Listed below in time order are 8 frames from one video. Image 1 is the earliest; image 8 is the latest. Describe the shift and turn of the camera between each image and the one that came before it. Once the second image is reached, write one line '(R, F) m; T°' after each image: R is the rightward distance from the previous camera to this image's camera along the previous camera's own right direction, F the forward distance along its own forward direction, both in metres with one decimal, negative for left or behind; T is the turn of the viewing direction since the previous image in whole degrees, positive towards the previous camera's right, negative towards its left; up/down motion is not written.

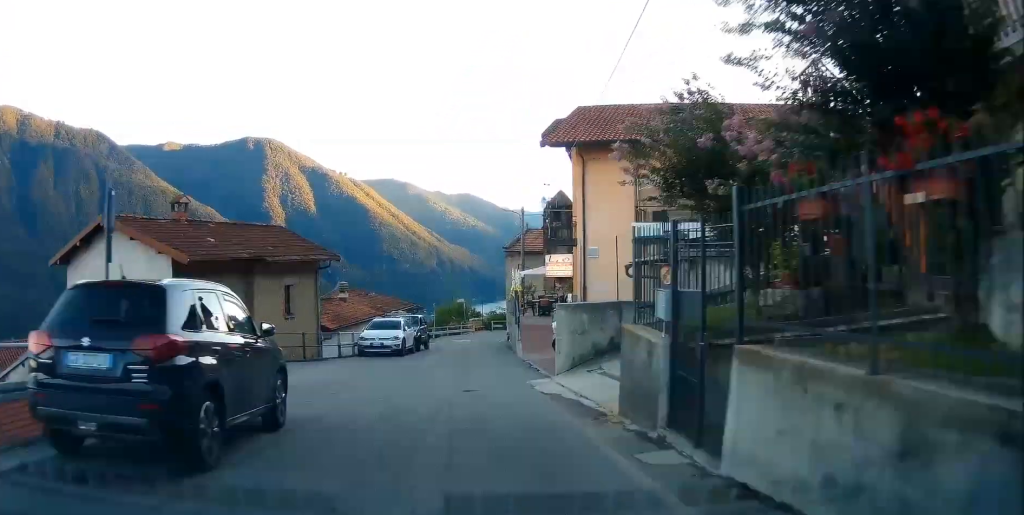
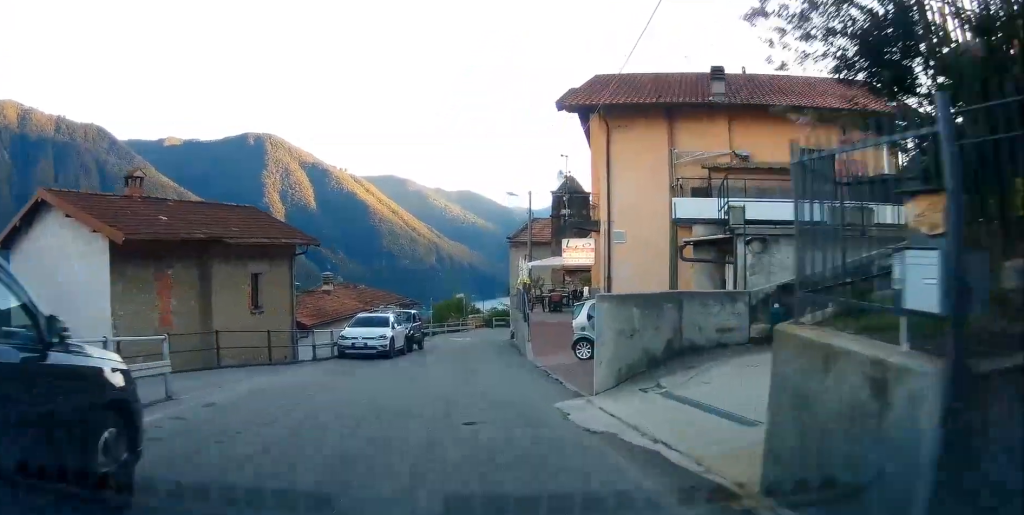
(0.0, +4.1) m; -2°
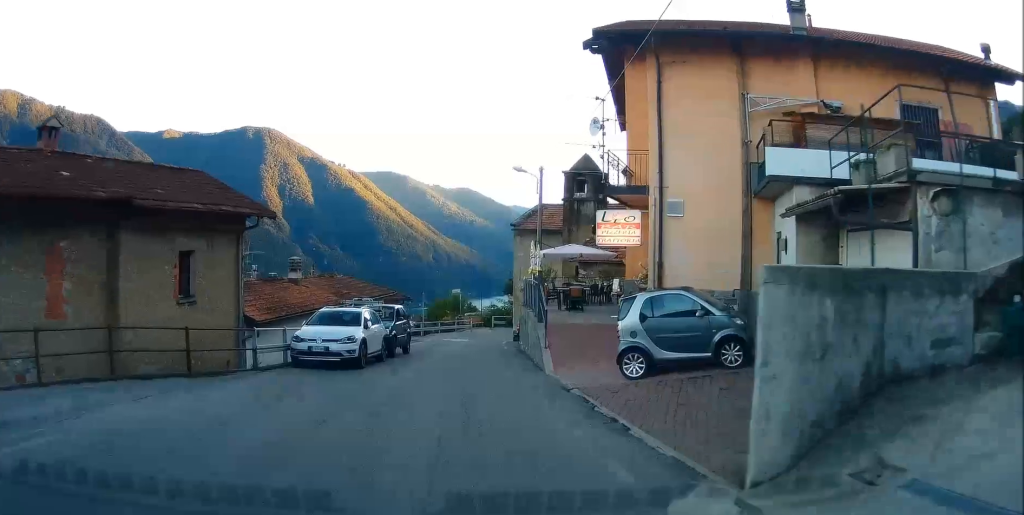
(-0.2, +5.7) m; -1°
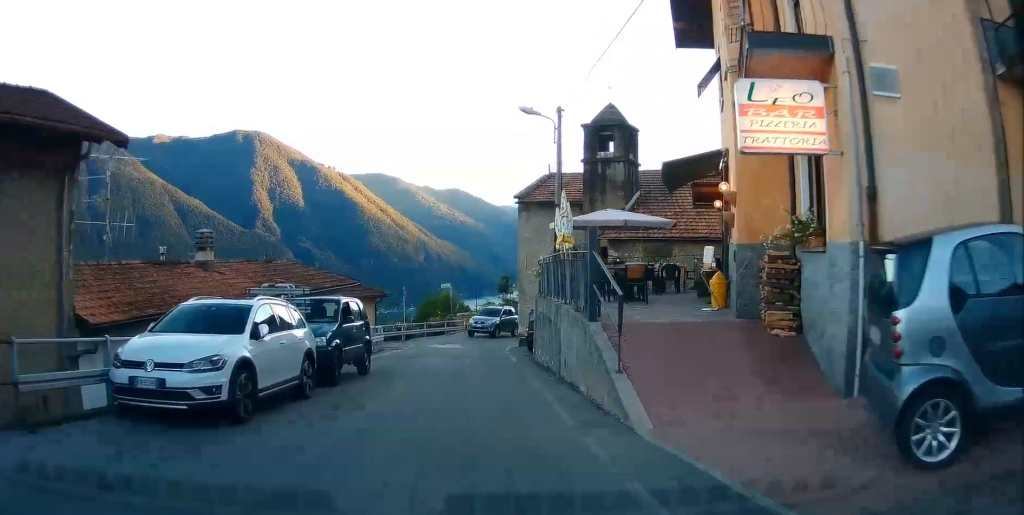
(-0.1, +8.6) m; +1°
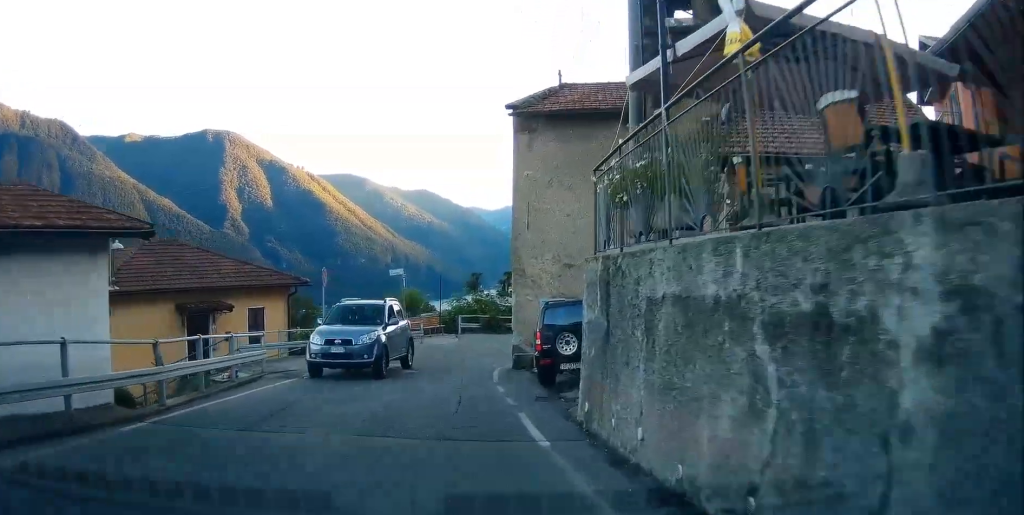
(-0.1, +14.0) m; -3°
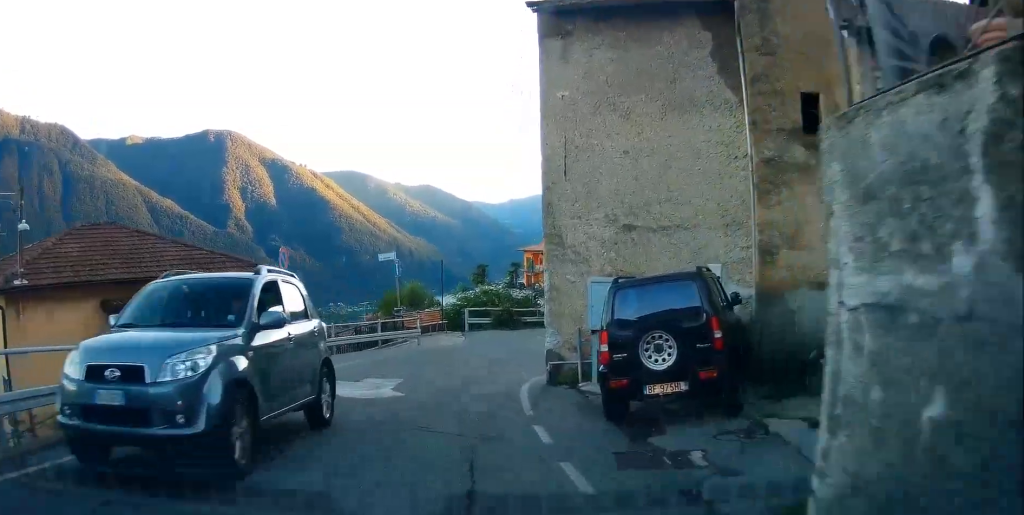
(-0.2, +6.3) m; -3°
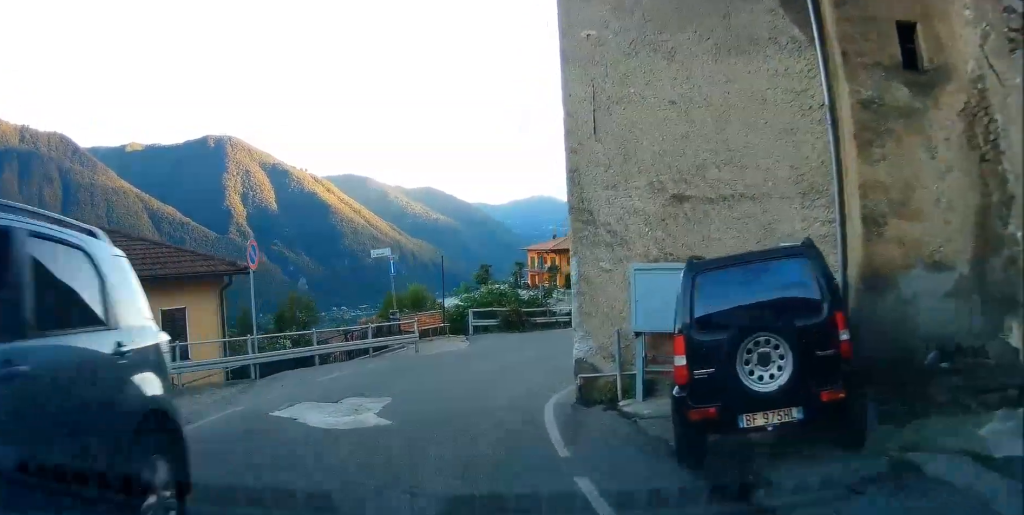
(-0.1, +3.0) m; 0°
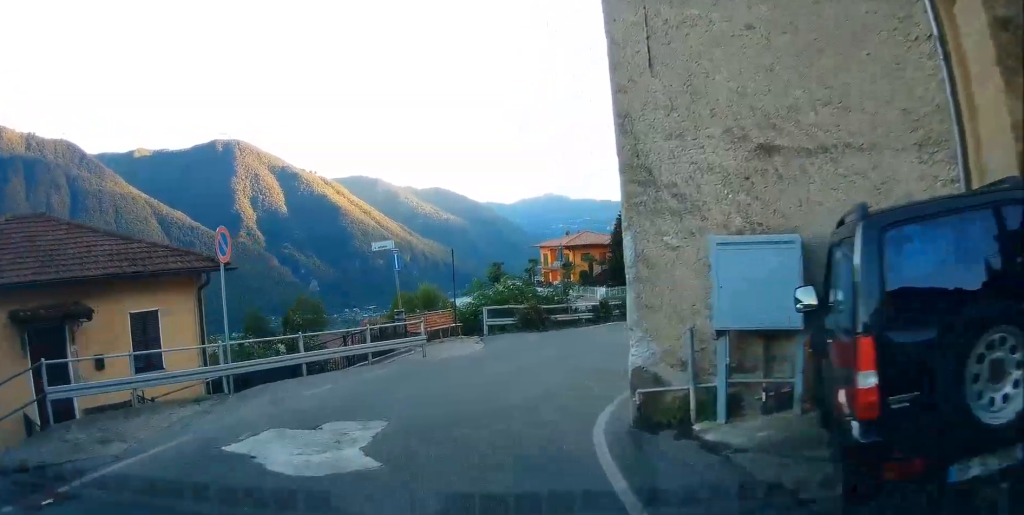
(-0.1, +2.8) m; 0°
